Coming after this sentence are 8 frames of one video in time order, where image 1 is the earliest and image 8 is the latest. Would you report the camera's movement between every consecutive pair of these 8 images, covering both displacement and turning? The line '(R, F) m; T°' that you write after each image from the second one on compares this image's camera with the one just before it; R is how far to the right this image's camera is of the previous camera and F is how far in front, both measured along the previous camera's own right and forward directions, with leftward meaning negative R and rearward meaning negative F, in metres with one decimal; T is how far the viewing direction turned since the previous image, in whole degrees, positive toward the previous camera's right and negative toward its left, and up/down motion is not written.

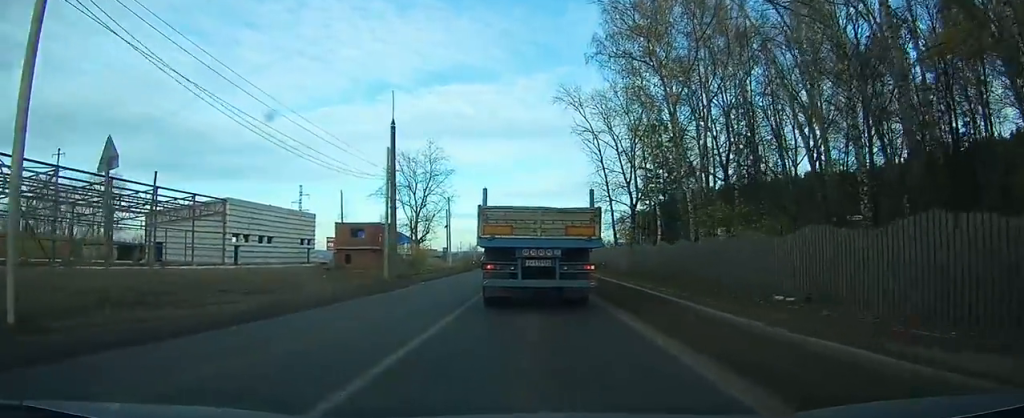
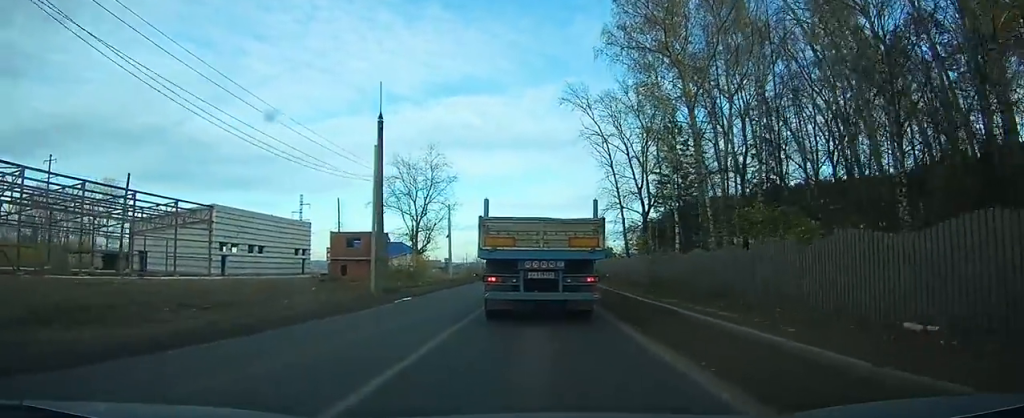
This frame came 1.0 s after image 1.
(0.0, +3.3) m; 0°
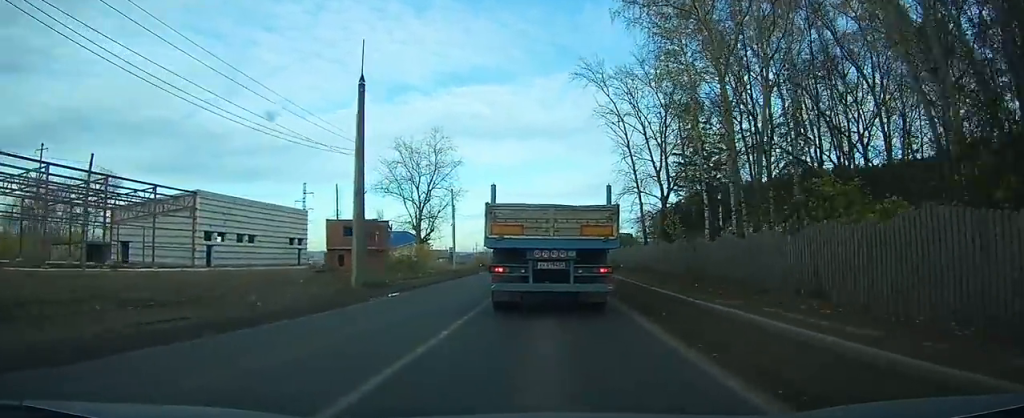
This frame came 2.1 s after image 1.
(0.0, +3.8) m; +1°
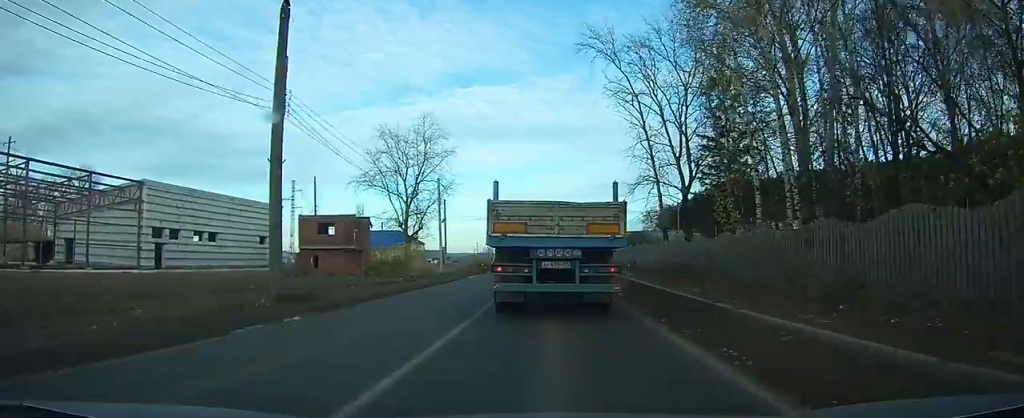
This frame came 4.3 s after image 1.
(+0.1, +7.9) m; +2°
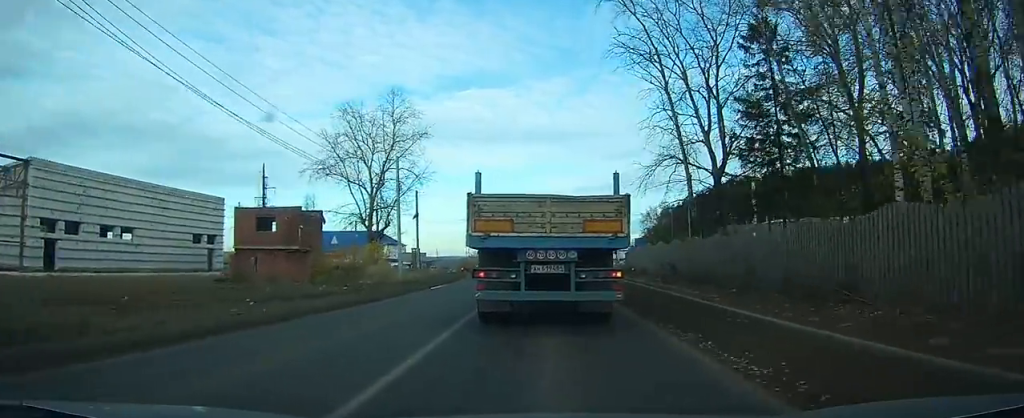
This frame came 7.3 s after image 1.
(+0.3, +10.8) m; +3°
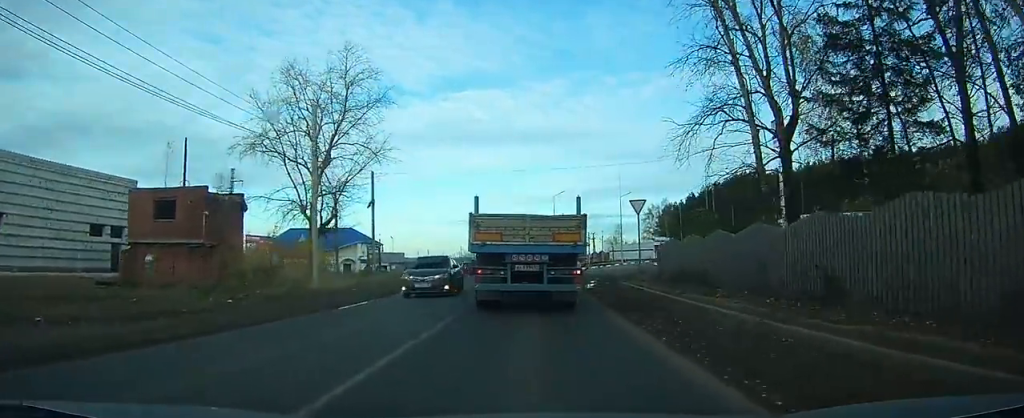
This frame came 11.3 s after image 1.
(+0.8, +14.0) m; +5°
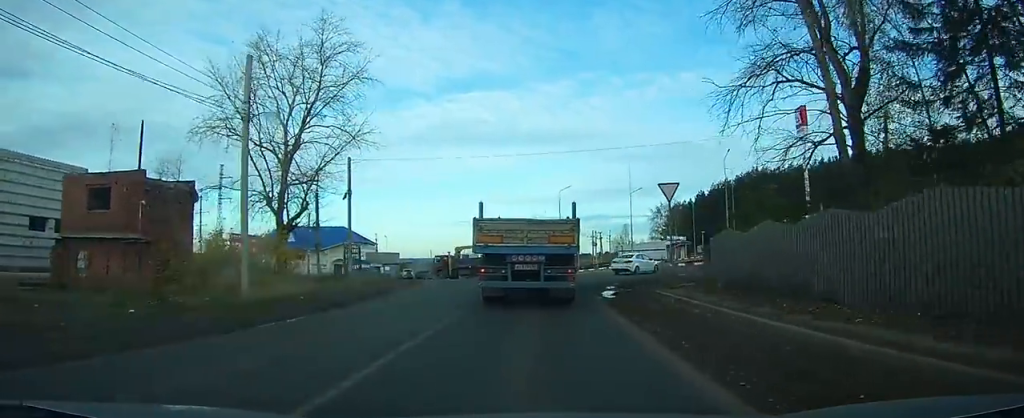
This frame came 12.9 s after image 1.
(+0.1, +6.3) m; 0°
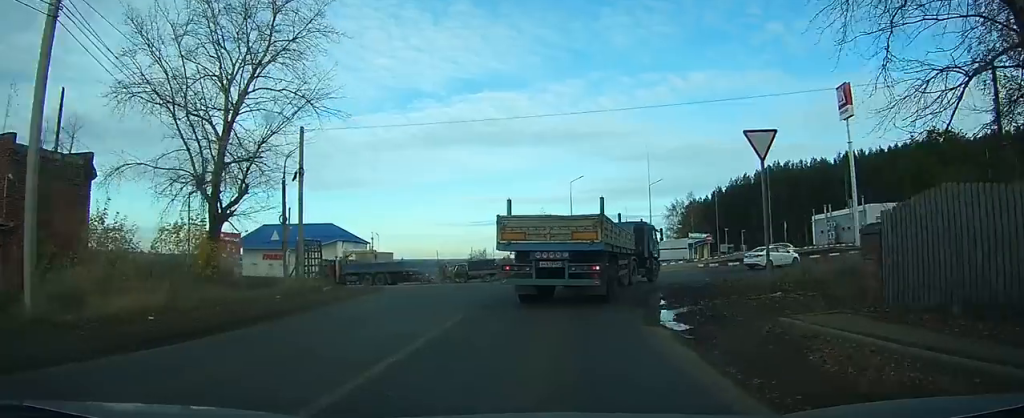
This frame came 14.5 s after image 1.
(-0.1, +7.5) m; -2°
